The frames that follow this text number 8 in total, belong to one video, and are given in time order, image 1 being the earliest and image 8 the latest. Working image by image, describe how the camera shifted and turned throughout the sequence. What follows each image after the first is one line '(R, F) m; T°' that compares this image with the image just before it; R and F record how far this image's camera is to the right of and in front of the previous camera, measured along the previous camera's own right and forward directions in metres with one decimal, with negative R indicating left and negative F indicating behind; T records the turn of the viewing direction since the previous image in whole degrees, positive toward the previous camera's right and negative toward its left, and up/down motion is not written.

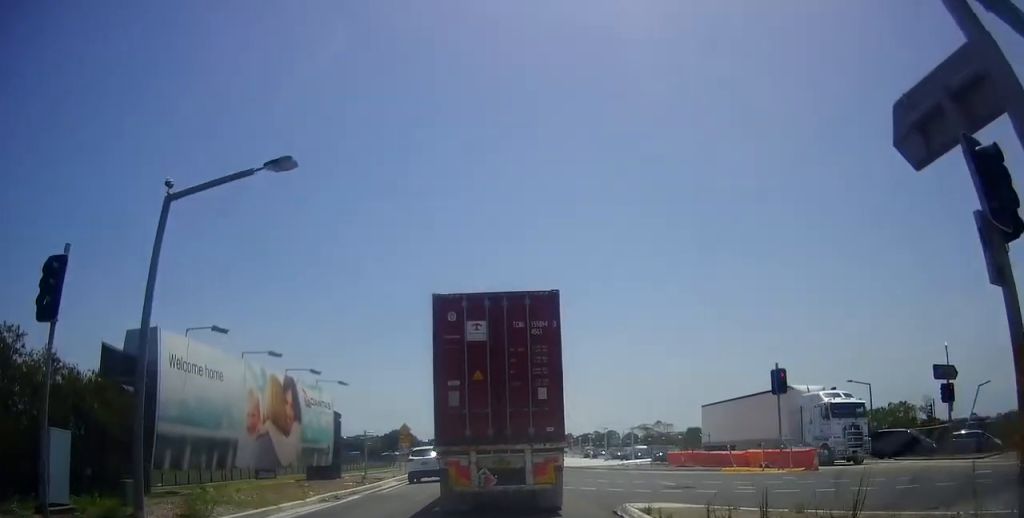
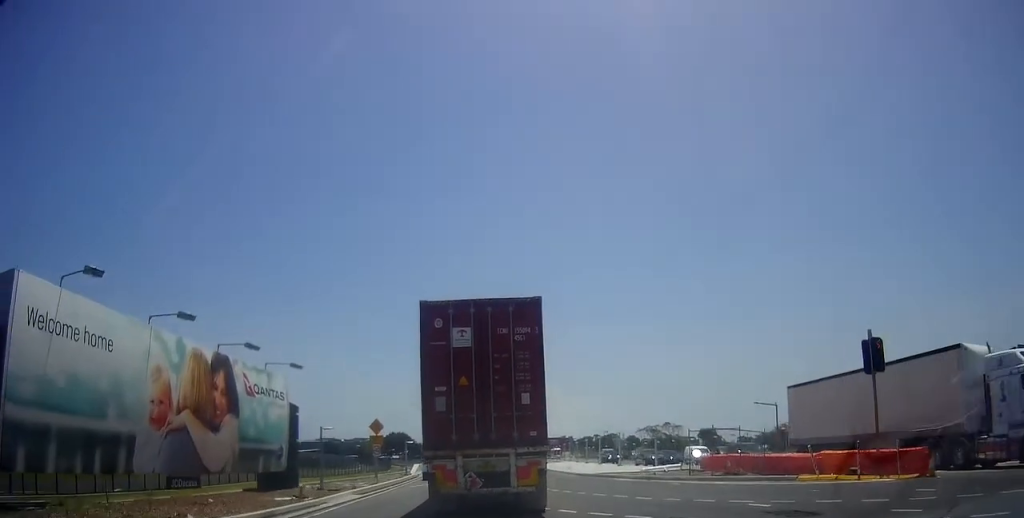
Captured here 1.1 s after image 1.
(0.0, +7.5) m; 0°
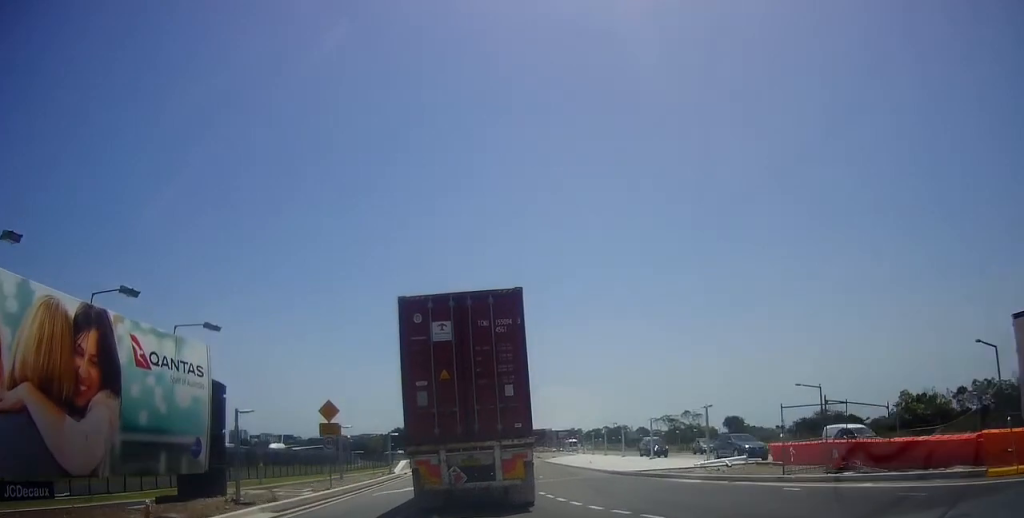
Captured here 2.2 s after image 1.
(0.0, +8.7) m; 0°
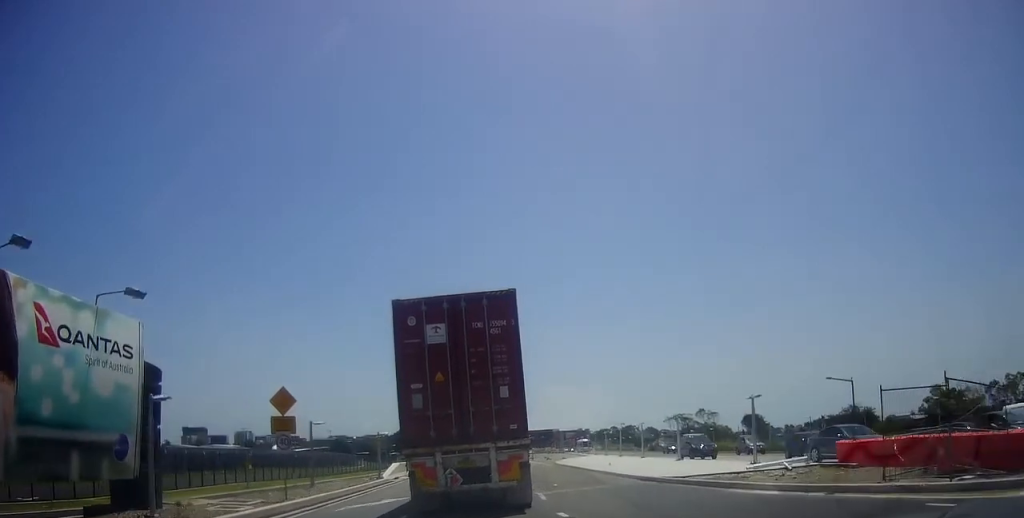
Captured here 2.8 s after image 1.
(0.0, +5.0) m; 0°
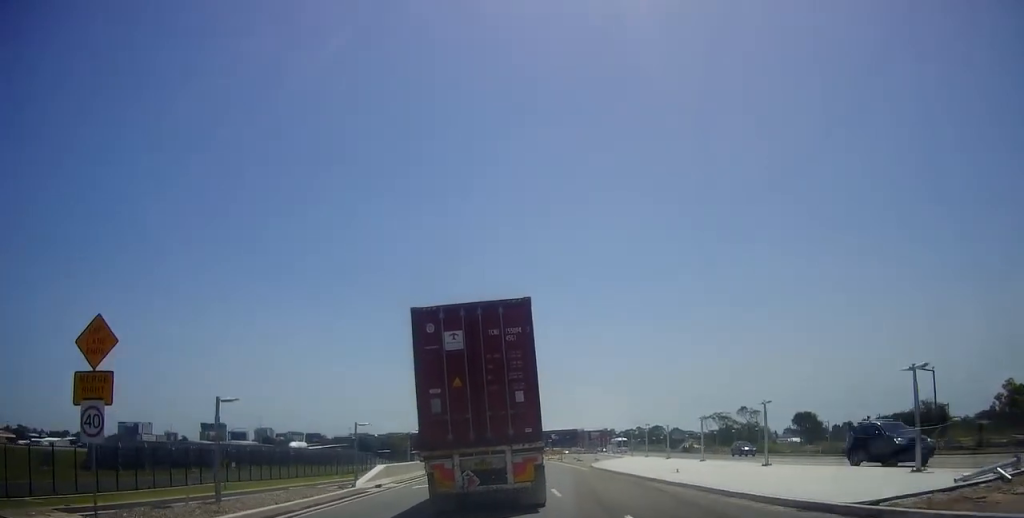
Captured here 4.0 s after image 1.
(0.0, +9.4) m; 0°
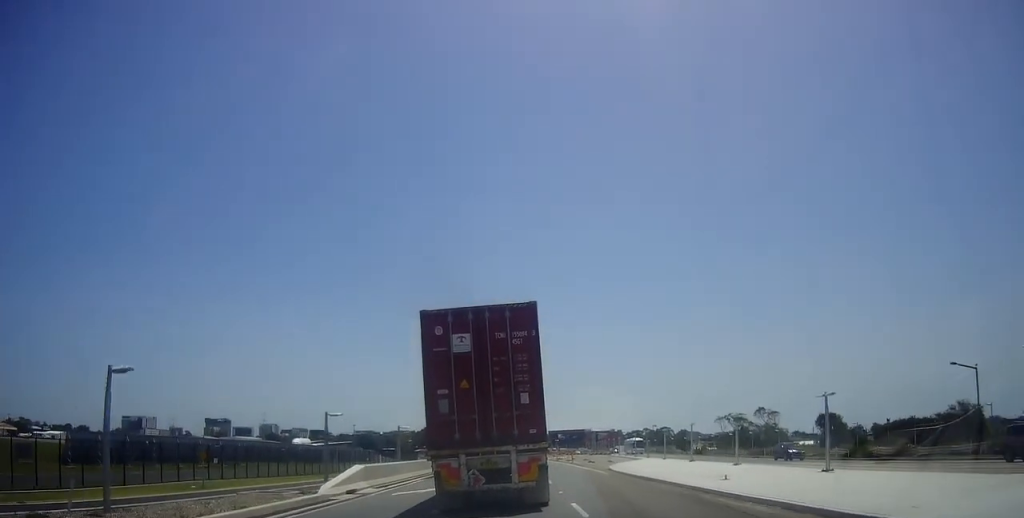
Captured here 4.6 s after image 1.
(0.0, +4.8) m; -1°
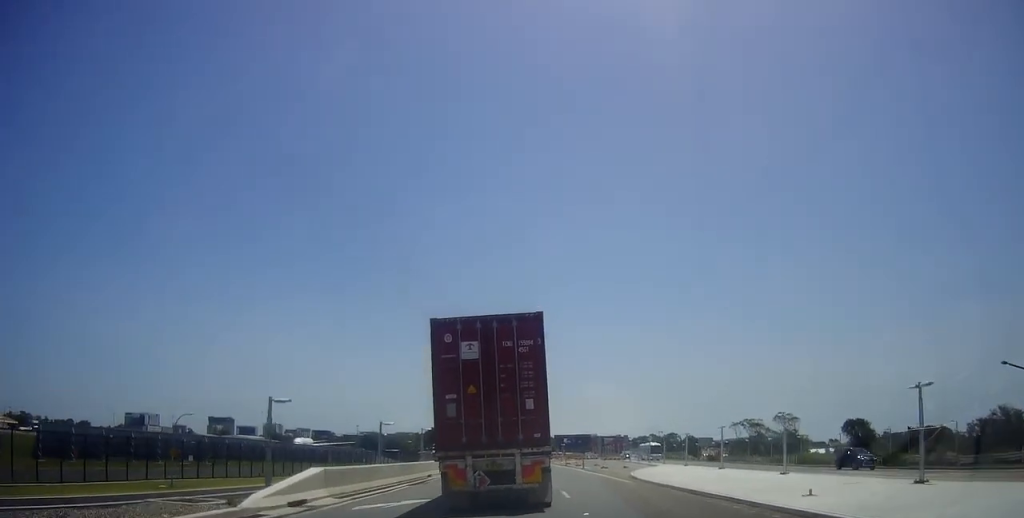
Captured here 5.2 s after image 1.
(+0.1, +5.3) m; -2°
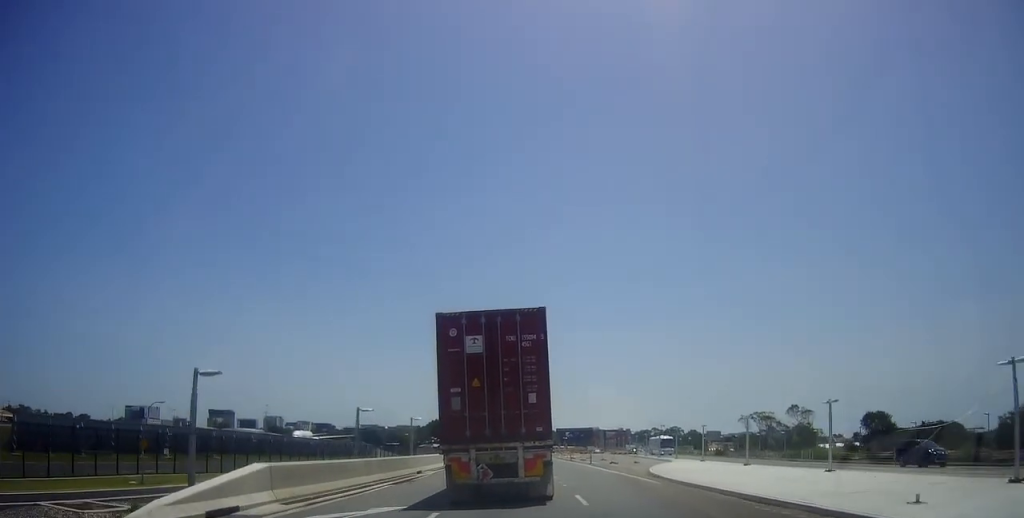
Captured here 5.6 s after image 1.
(-0.1, +4.0) m; 0°
